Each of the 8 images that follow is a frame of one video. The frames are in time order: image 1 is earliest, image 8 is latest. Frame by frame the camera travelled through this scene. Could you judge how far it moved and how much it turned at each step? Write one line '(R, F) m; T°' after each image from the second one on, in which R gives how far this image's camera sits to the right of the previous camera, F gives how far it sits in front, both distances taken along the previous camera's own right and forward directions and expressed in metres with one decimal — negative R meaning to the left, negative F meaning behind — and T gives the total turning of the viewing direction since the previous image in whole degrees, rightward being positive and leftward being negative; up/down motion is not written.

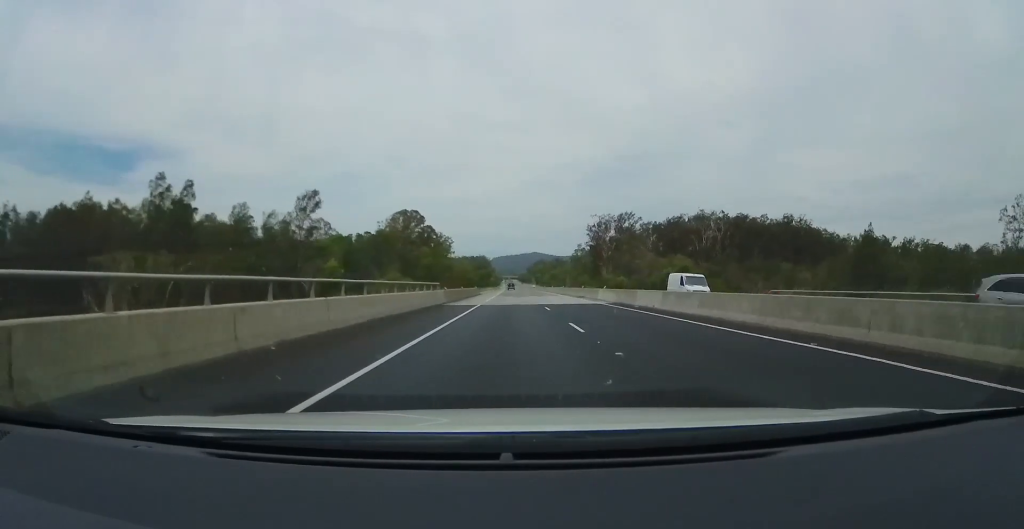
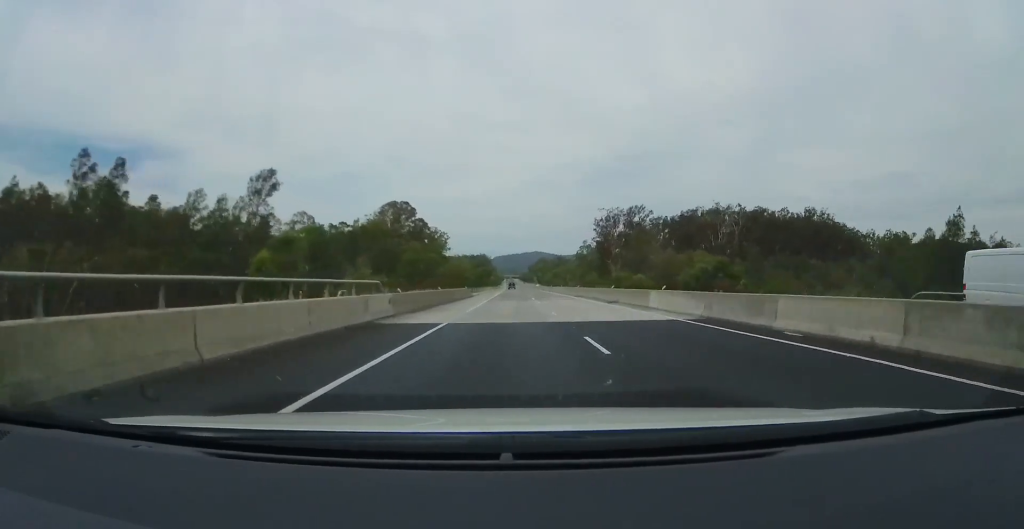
(-0.3, +16.7) m; -1°
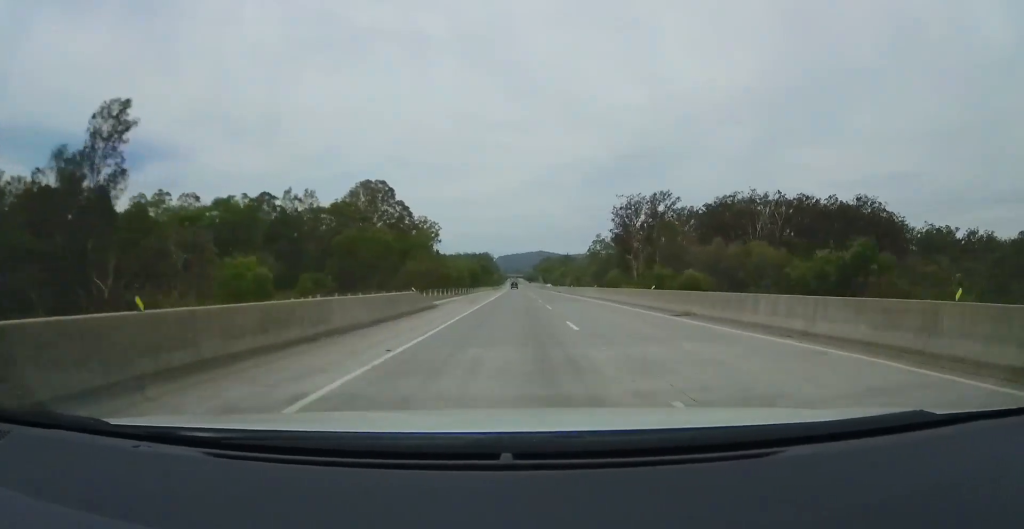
(-0.3, +30.0) m; 0°
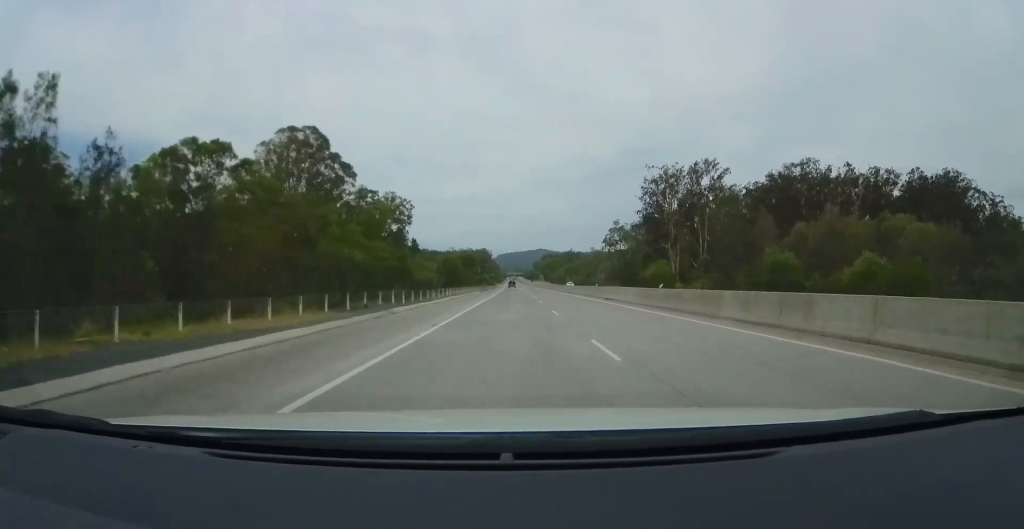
(+0.7, +41.1) m; 0°
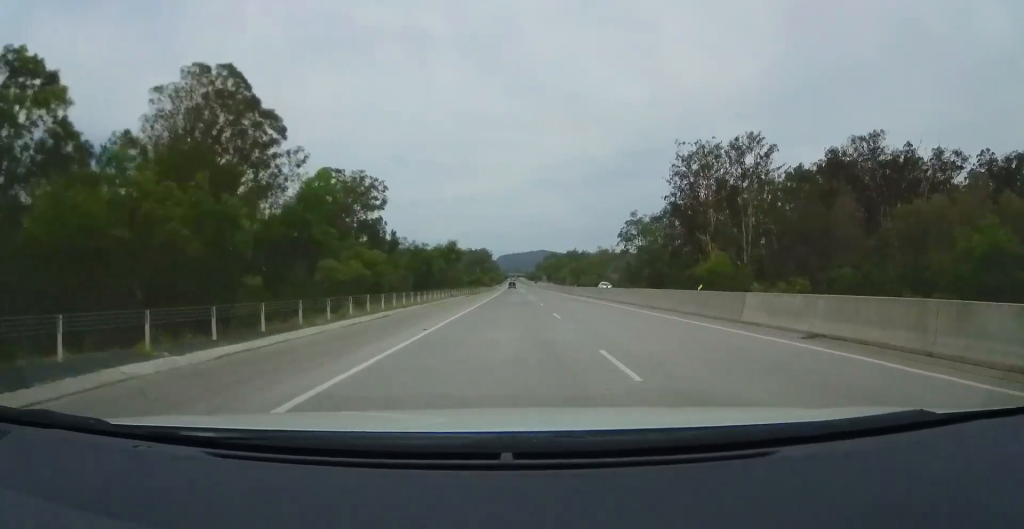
(-0.5, +25.5) m; 0°
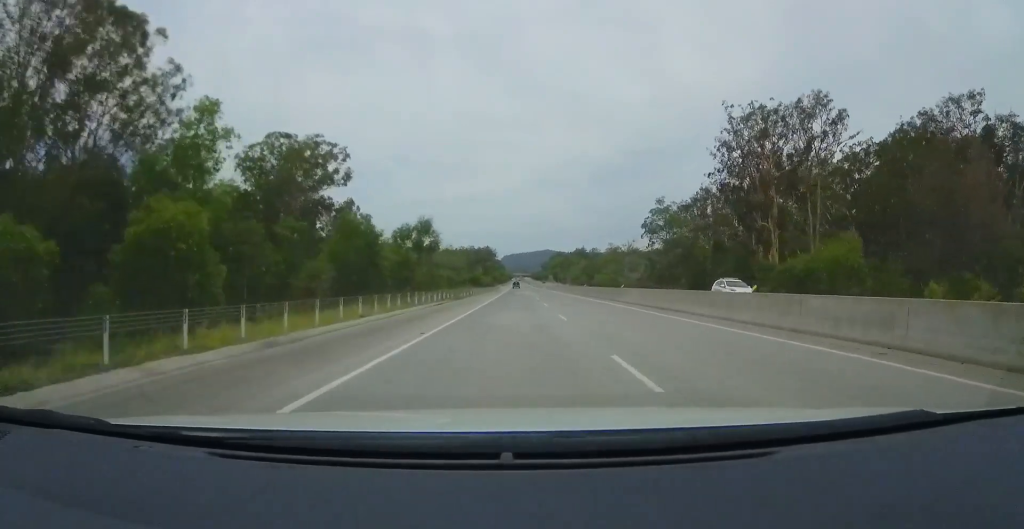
(0.0, +24.1) m; +1°
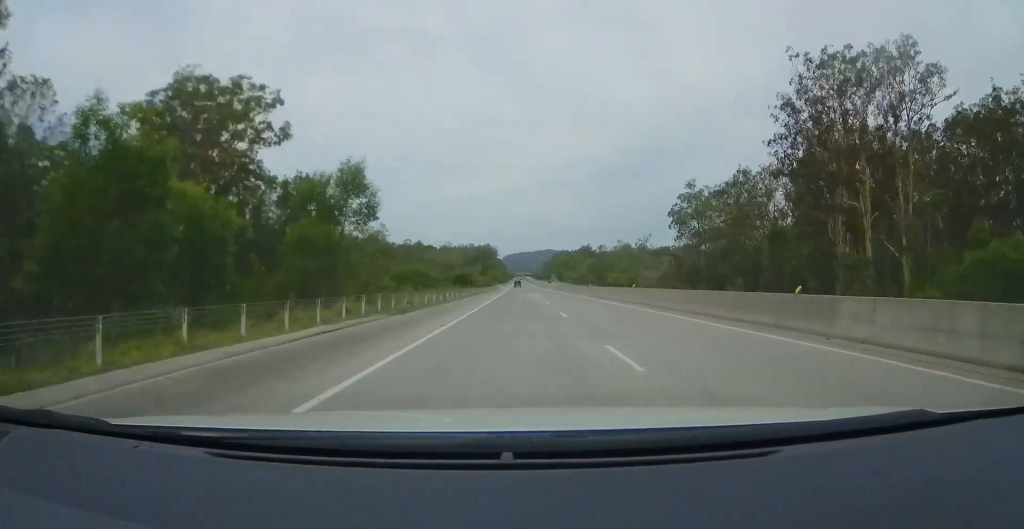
(+0.3, +21.6) m; +1°
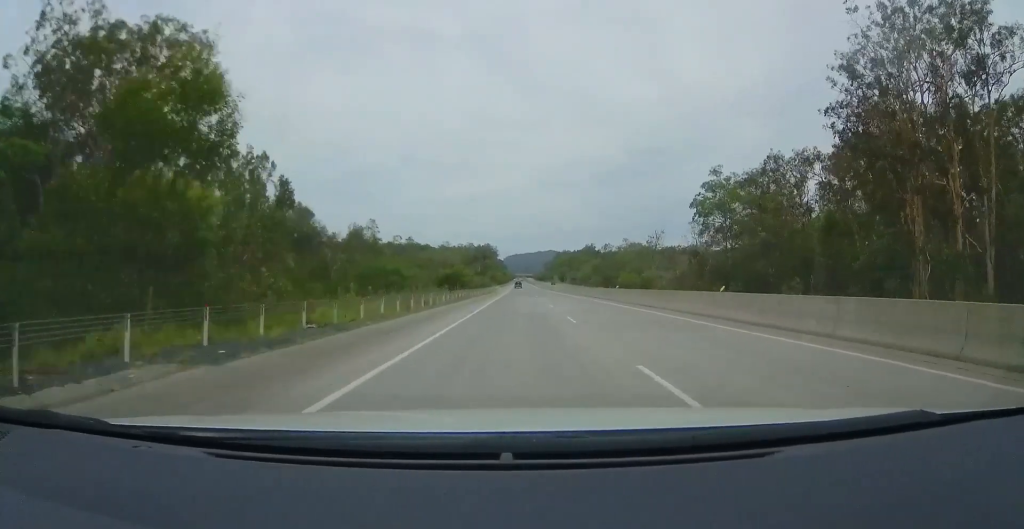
(0.0, +14.3) m; 0°
